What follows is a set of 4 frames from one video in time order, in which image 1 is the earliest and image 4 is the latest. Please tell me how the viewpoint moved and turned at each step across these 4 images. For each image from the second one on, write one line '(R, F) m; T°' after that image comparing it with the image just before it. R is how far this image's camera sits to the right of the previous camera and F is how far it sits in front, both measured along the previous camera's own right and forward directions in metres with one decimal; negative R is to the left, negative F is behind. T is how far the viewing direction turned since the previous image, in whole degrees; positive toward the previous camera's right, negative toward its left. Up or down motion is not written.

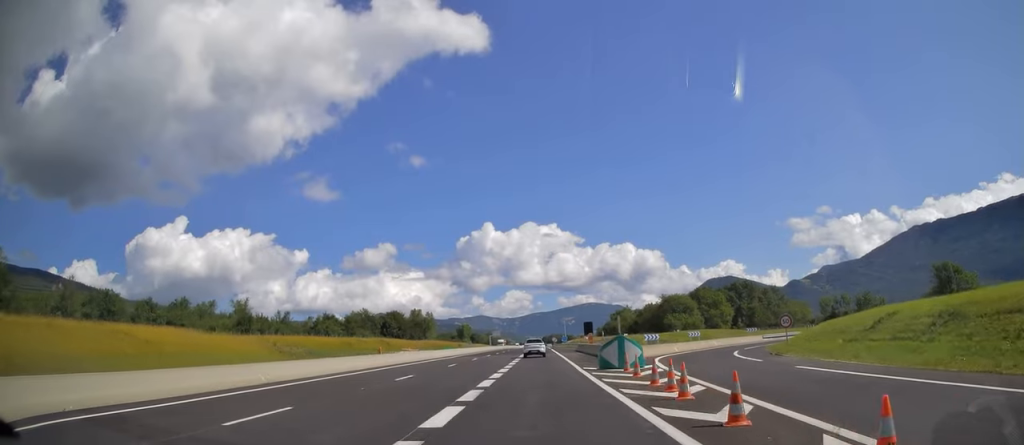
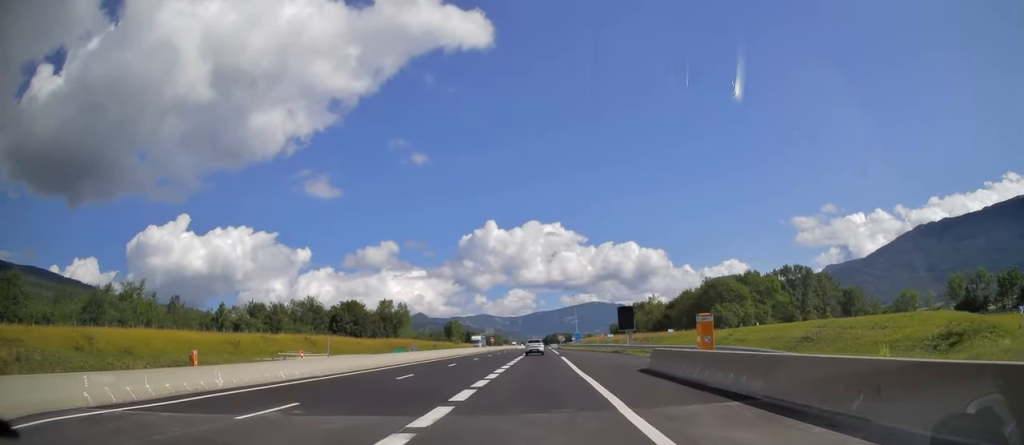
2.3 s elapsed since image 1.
(+0.1, +51.2) m; 0°
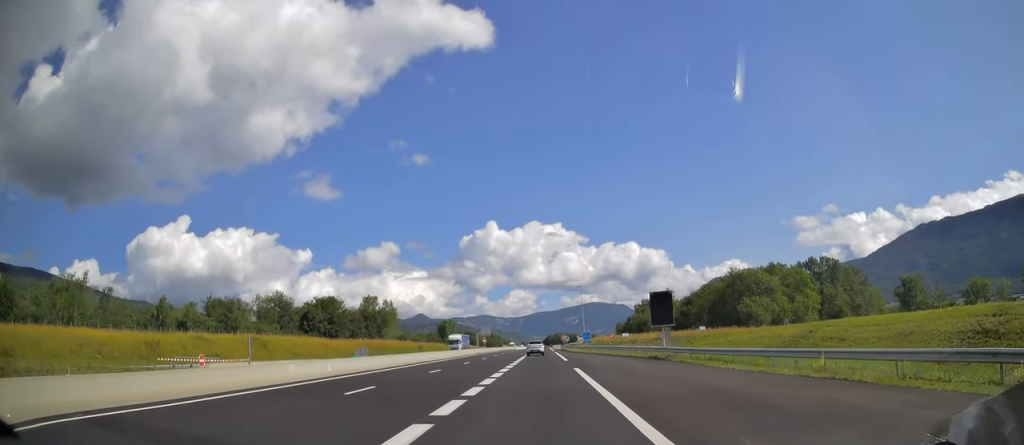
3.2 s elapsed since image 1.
(-0.1, +19.5) m; 0°
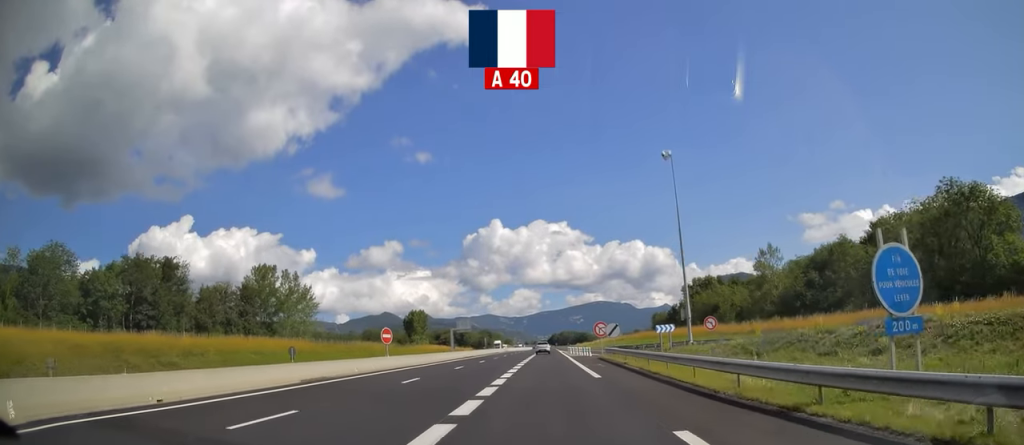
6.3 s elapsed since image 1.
(-0.2, +72.3) m; 0°
